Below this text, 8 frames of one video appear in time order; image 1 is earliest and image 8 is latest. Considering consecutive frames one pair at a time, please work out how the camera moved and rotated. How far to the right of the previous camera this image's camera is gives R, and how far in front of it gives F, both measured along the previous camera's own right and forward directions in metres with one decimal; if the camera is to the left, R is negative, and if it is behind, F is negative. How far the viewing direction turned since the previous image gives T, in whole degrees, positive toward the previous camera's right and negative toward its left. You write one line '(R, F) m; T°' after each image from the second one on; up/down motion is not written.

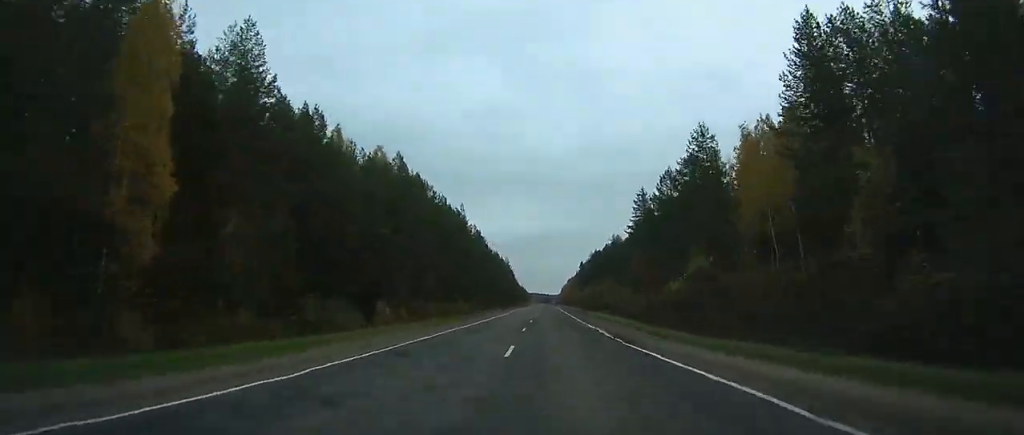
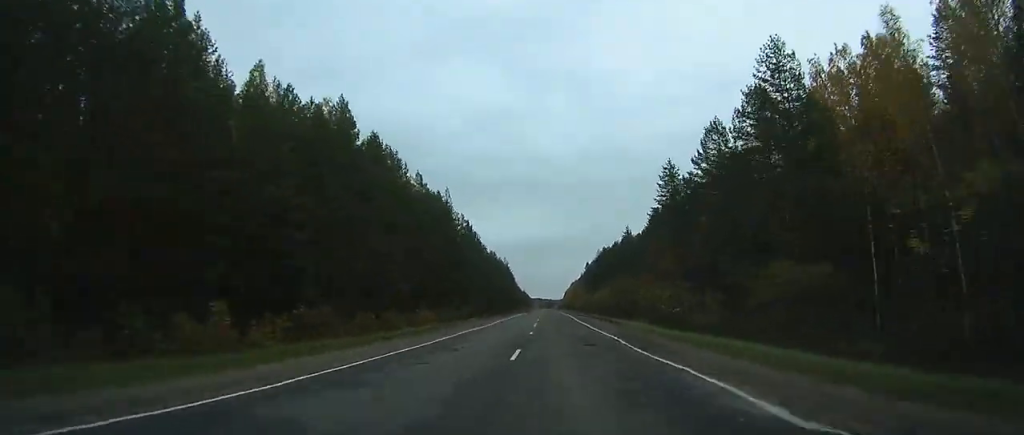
(0.0, +24.7) m; 0°
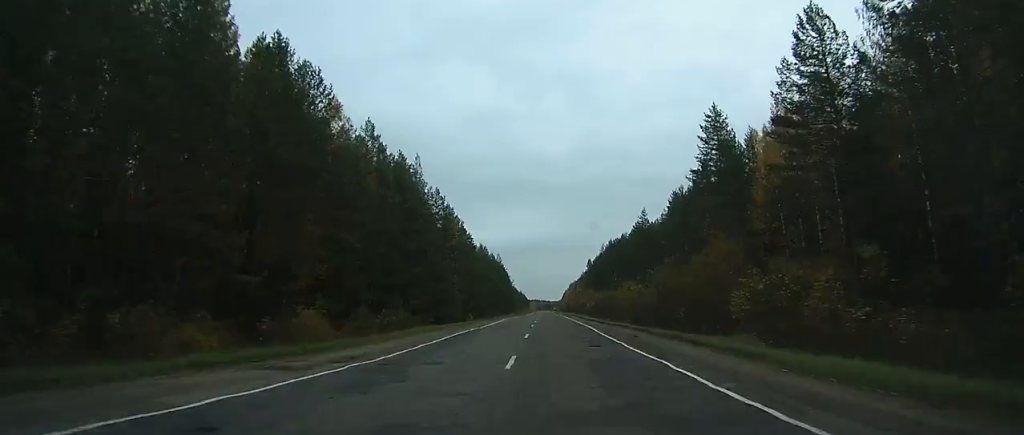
(0.0, +25.9) m; 0°
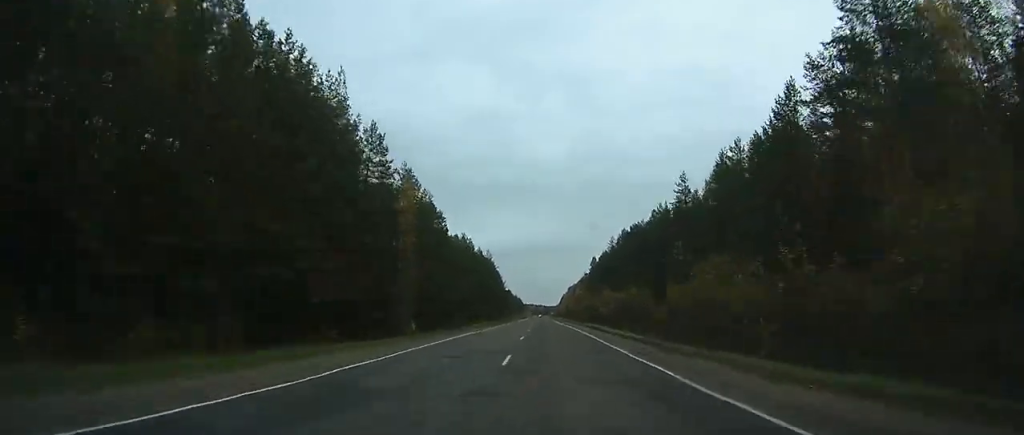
(+0.1, +33.5) m; 0°
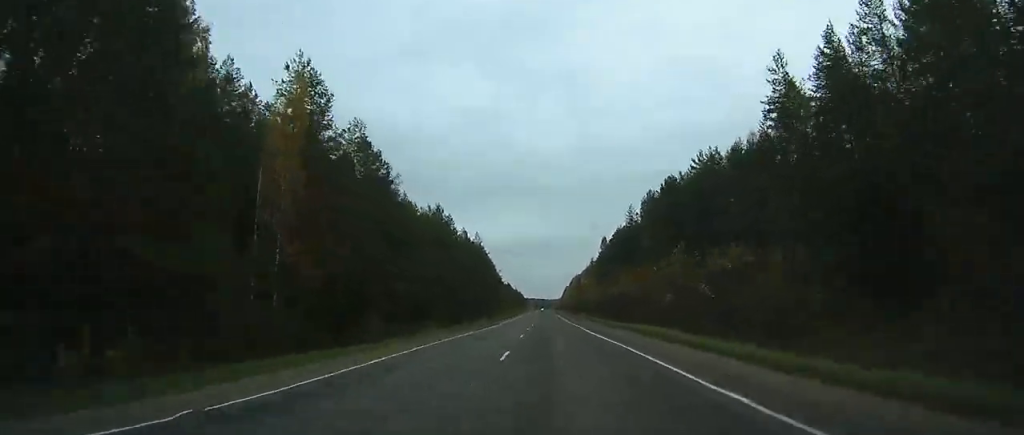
(0.0, +34.5) m; 0°
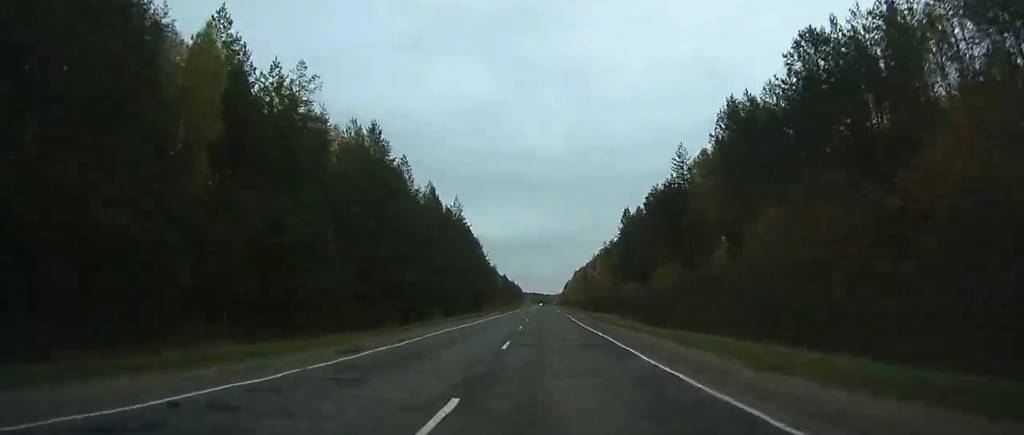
(-0.1, +44.1) m; 0°
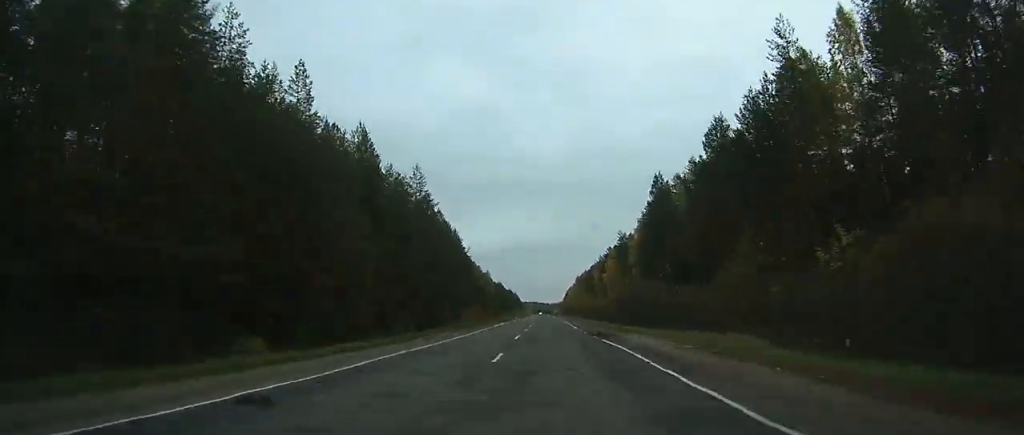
(0.0, +40.4) m; 0°
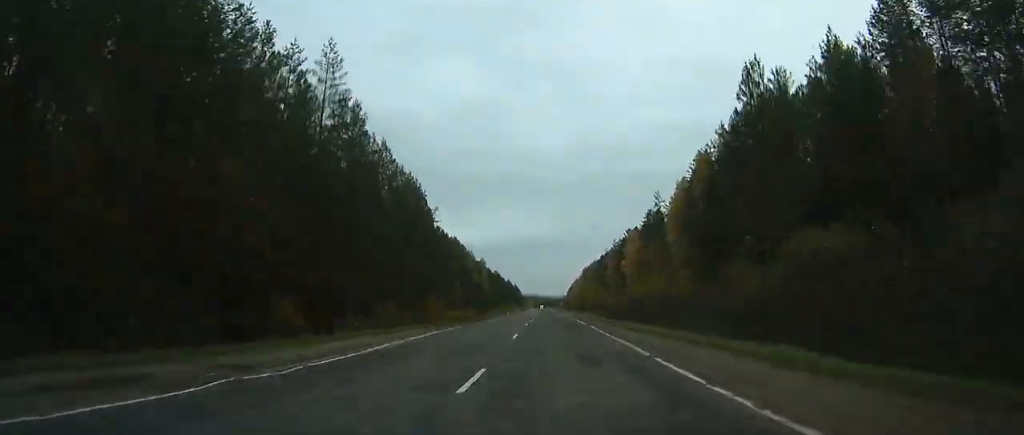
(0.0, +43.5) m; 0°
